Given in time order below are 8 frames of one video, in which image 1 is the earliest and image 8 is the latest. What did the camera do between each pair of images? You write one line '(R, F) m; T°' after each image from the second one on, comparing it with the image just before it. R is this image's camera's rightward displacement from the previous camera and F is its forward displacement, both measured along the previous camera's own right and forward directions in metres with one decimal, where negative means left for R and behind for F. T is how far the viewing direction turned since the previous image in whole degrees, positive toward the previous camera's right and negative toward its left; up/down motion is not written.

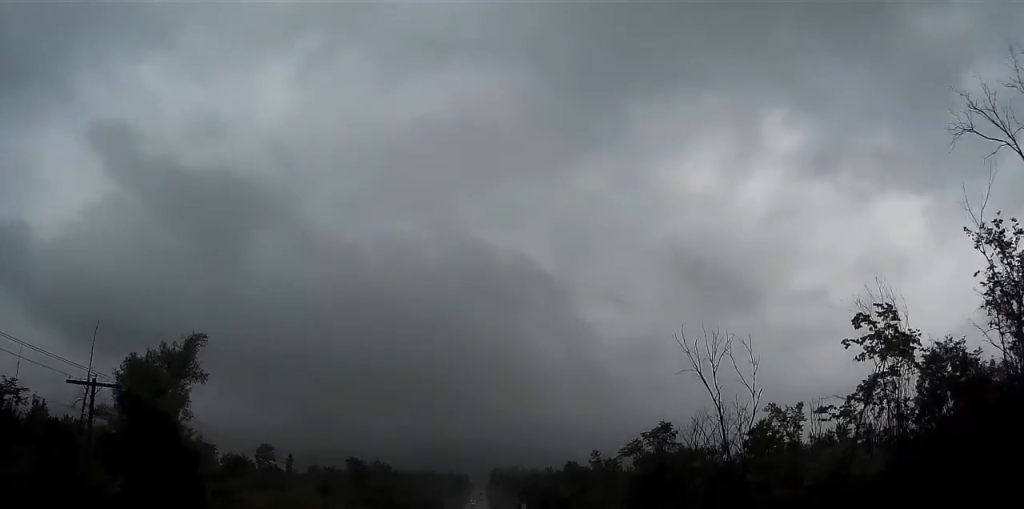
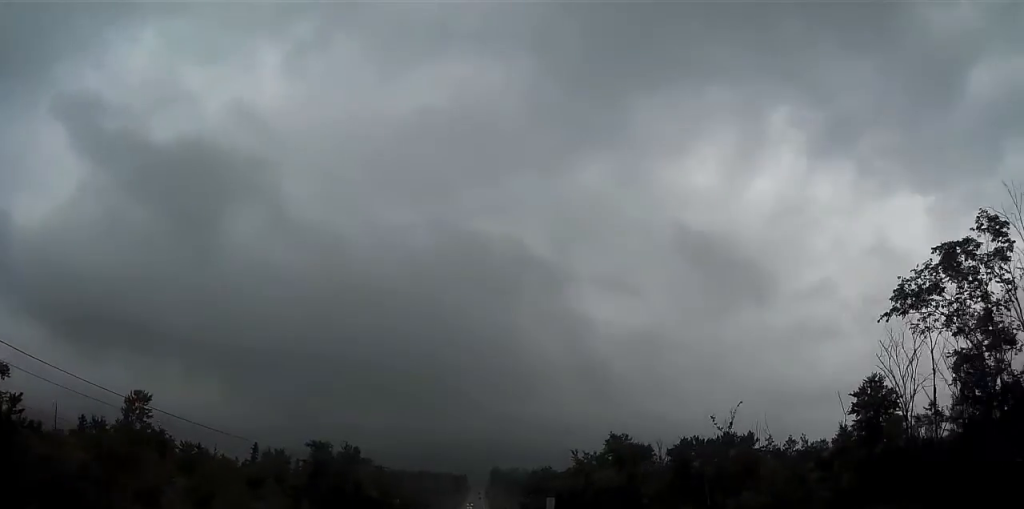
(-0.1, +42.9) m; 0°
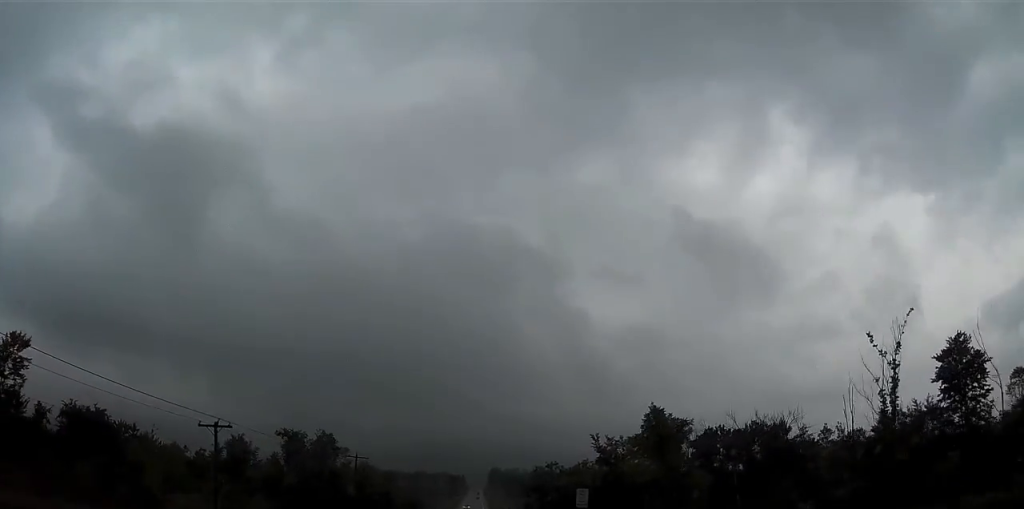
(+0.1, +20.6) m; 0°
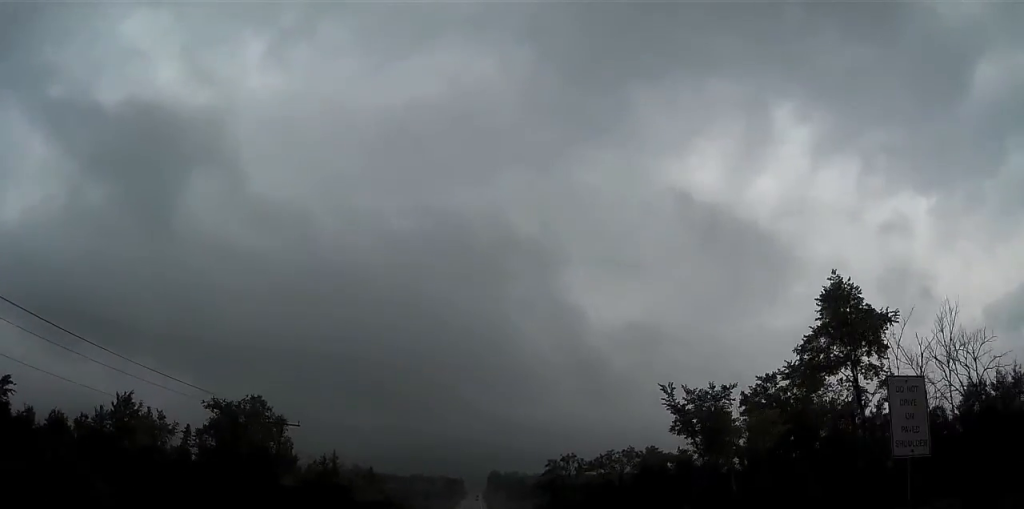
(+0.2, +35.8) m; 0°
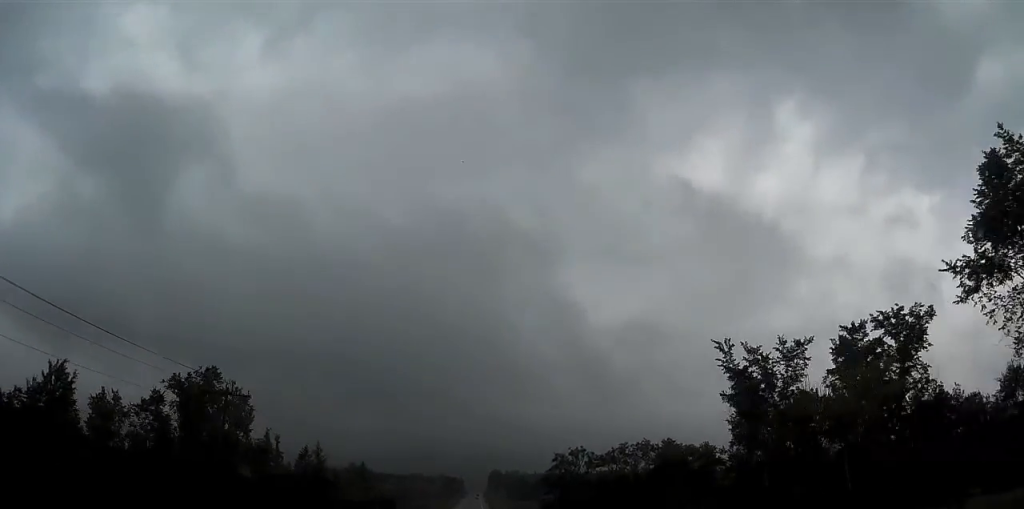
(-0.1, +13.4) m; +1°
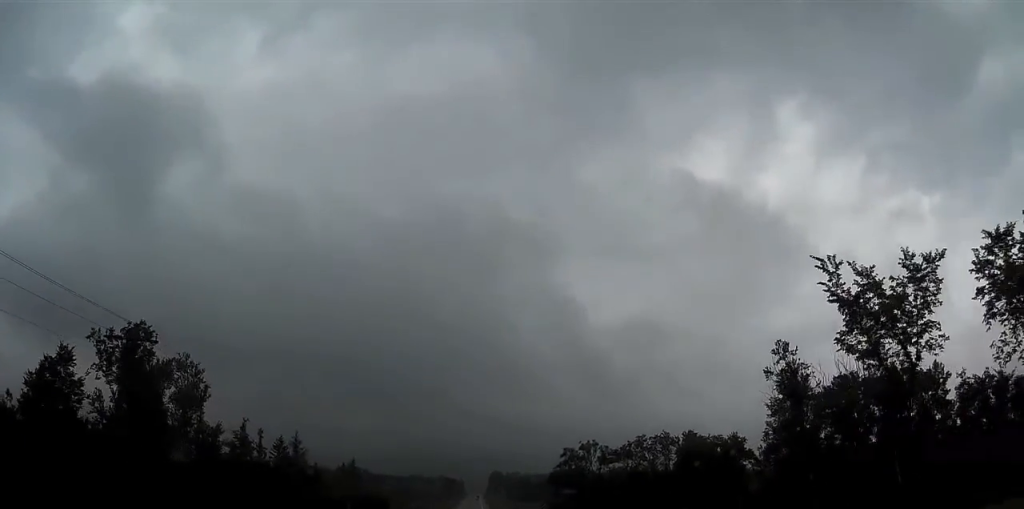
(0.0, +14.2) m; 0°
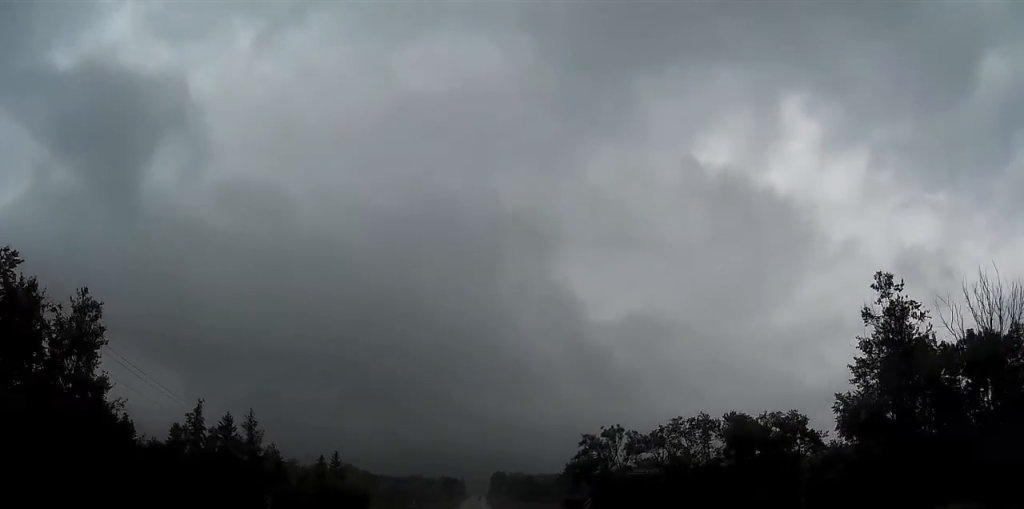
(+0.6, +21.3) m; 0°
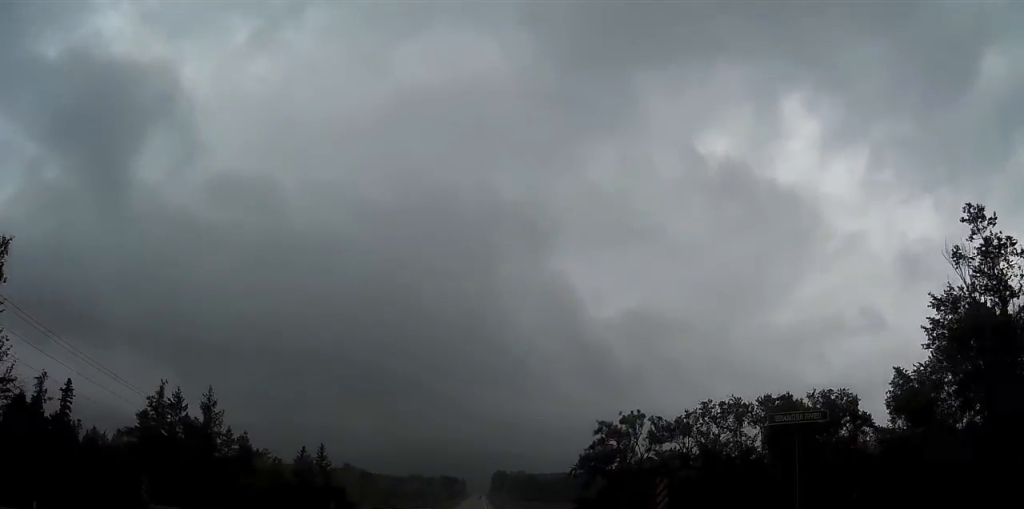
(-0.4, +13.1) m; -2°
